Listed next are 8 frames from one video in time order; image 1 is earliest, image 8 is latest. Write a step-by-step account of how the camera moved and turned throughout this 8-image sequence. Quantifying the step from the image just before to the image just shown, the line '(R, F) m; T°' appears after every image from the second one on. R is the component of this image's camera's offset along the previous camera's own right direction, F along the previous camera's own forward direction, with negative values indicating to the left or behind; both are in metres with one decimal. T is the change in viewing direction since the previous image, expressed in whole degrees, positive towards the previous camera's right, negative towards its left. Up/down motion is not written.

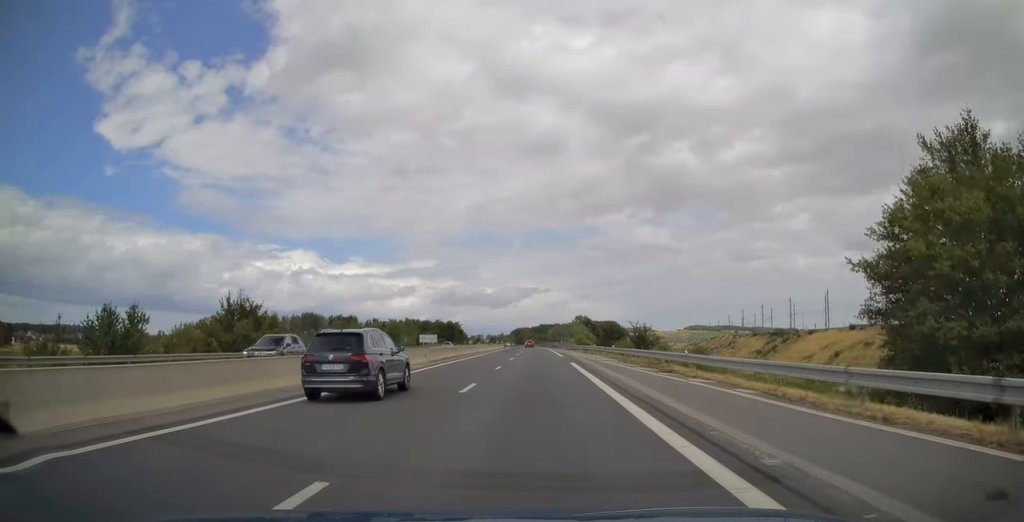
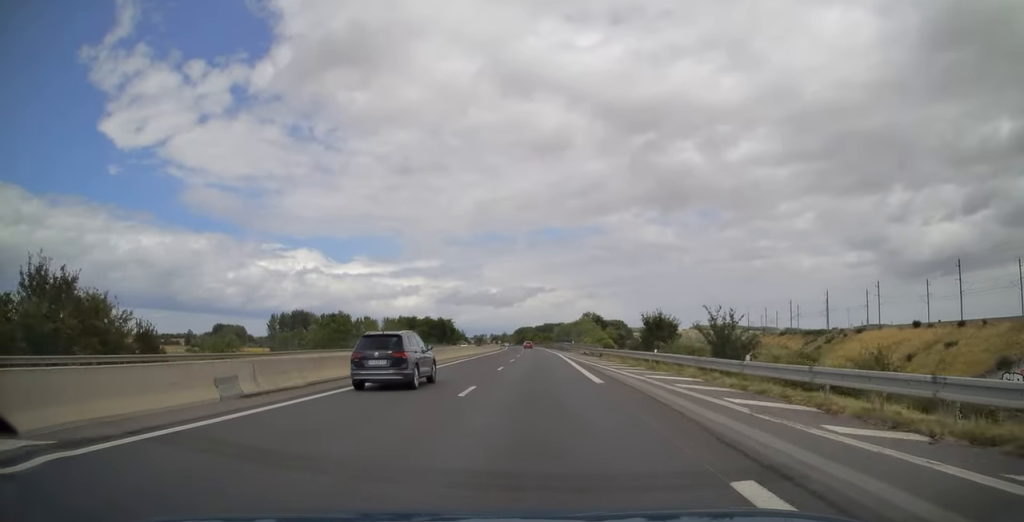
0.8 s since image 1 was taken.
(-0.1, +26.9) m; 0°
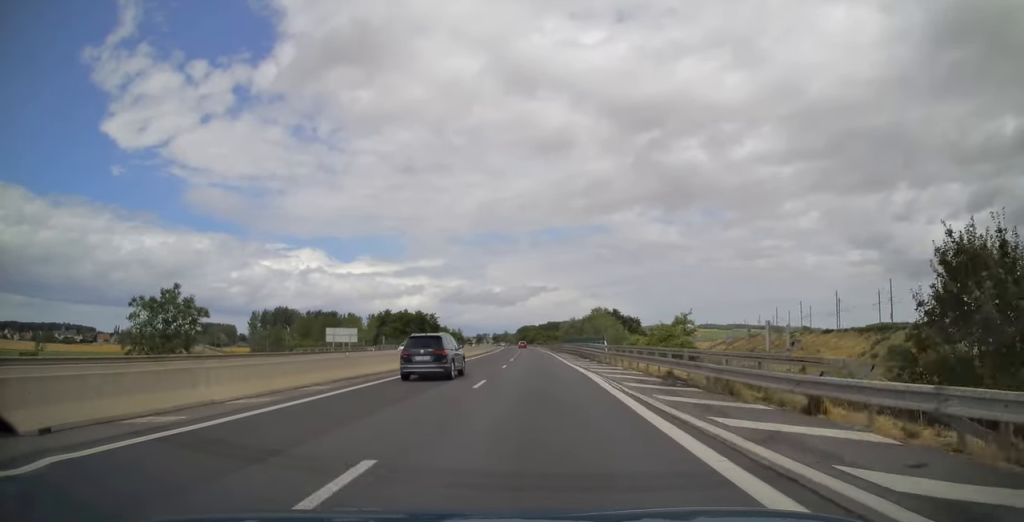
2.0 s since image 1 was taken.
(-0.1, +36.1) m; 0°
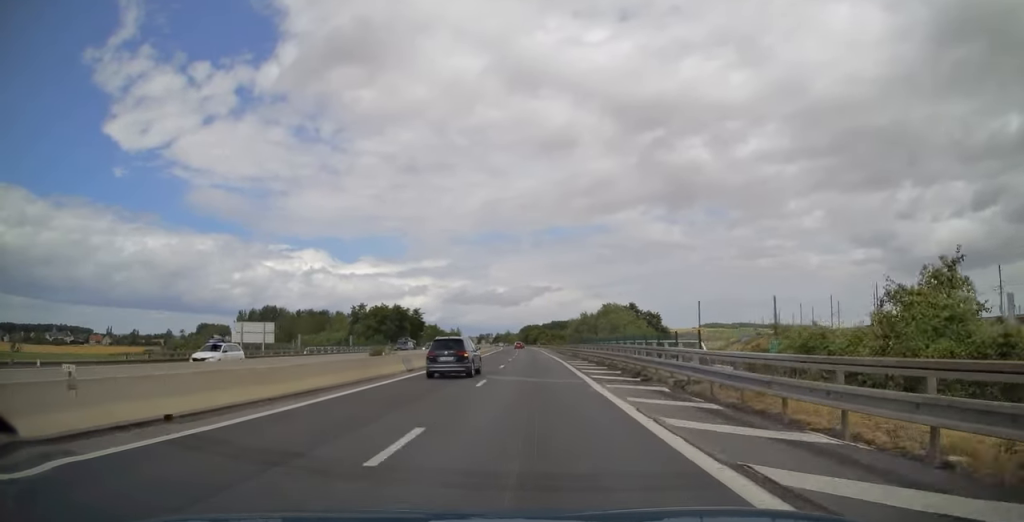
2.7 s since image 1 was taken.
(-0.1, +24.3) m; 0°
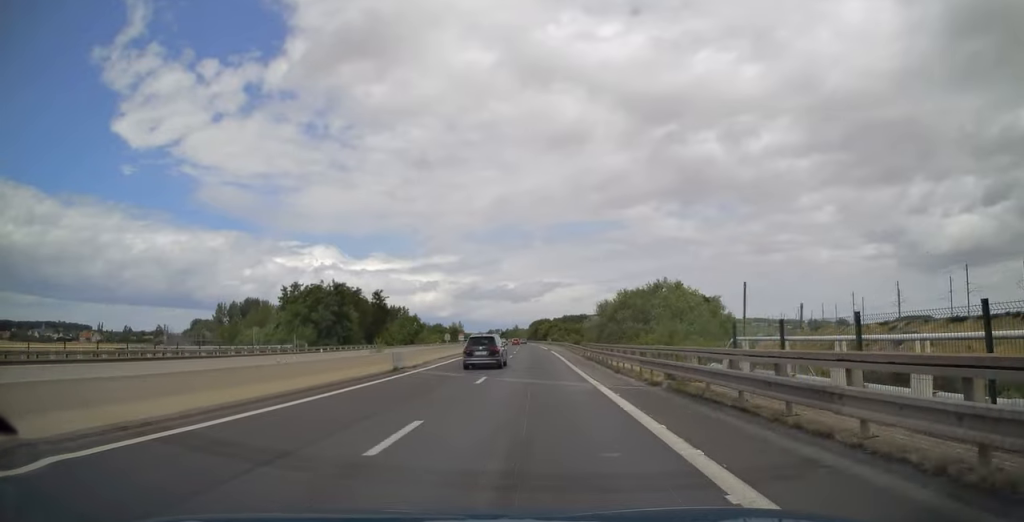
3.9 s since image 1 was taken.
(-0.1, +39.3) m; -1°
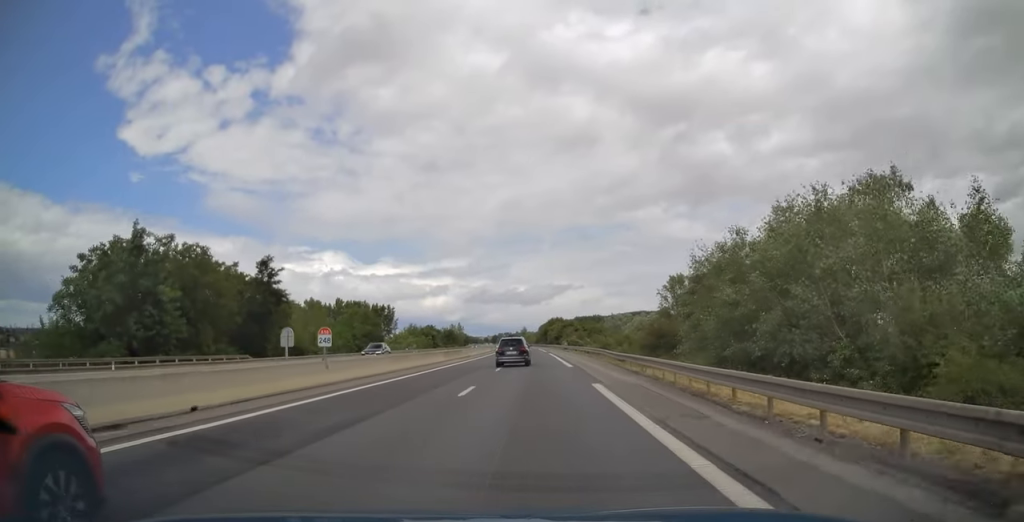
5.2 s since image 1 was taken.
(-0.5, +42.6) m; -1°
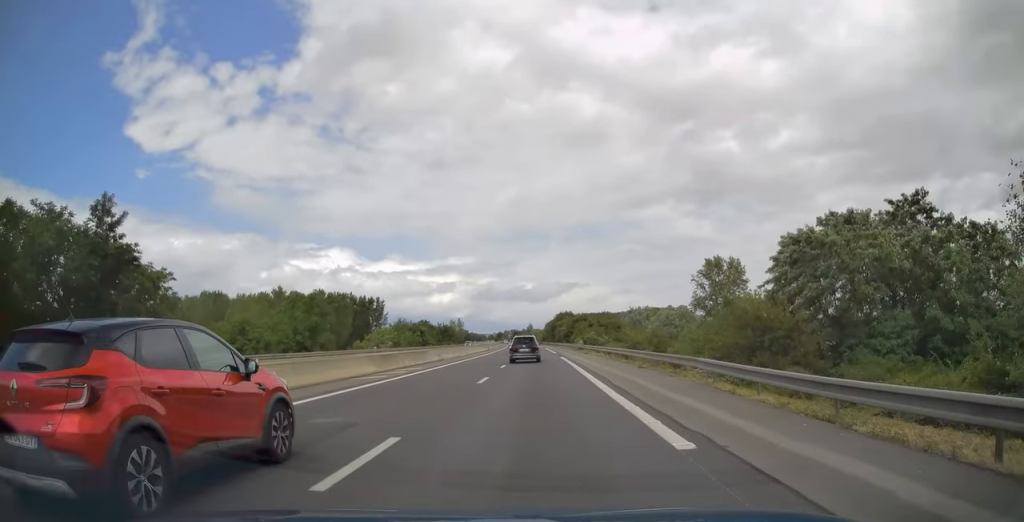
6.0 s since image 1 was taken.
(-0.1, +23.7) m; 0°
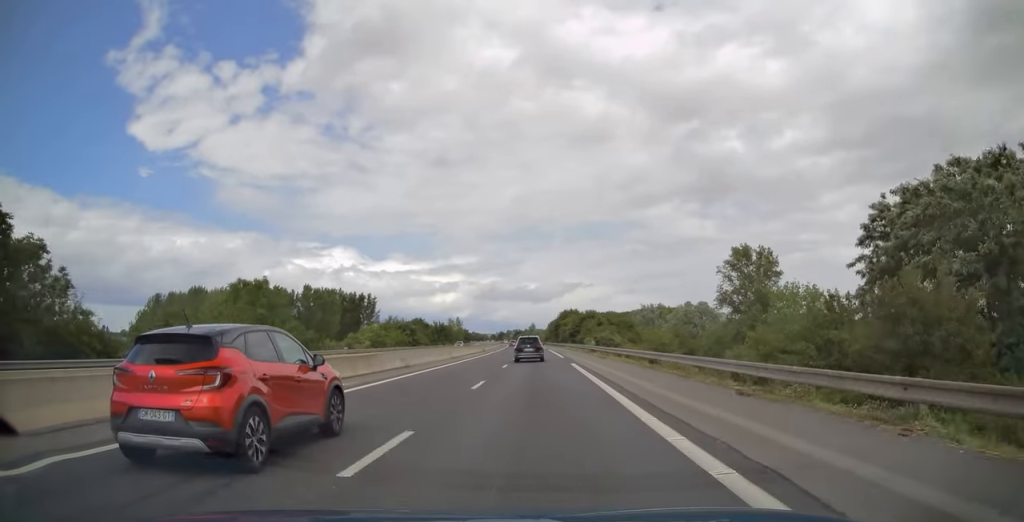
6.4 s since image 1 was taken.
(0.0, +13.5) m; 0°
